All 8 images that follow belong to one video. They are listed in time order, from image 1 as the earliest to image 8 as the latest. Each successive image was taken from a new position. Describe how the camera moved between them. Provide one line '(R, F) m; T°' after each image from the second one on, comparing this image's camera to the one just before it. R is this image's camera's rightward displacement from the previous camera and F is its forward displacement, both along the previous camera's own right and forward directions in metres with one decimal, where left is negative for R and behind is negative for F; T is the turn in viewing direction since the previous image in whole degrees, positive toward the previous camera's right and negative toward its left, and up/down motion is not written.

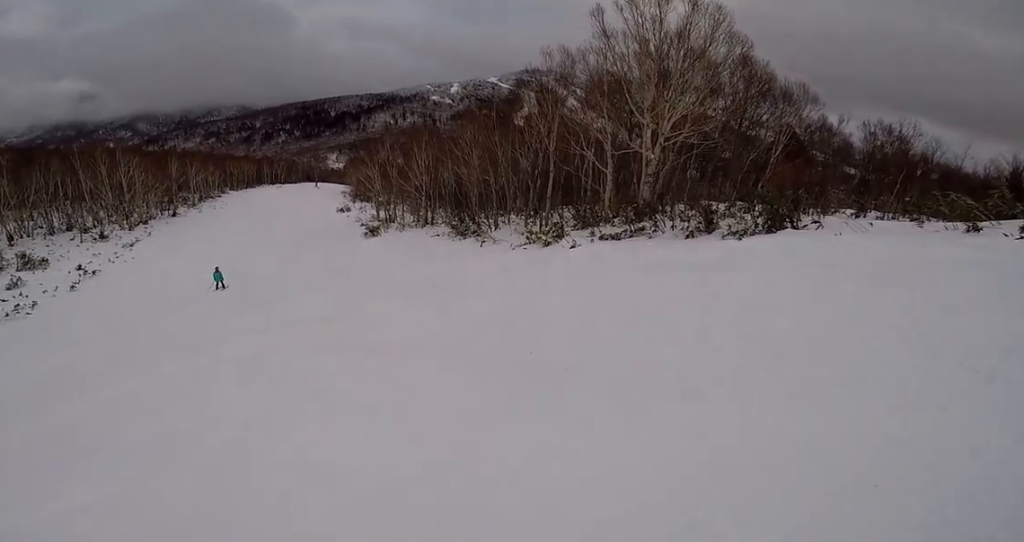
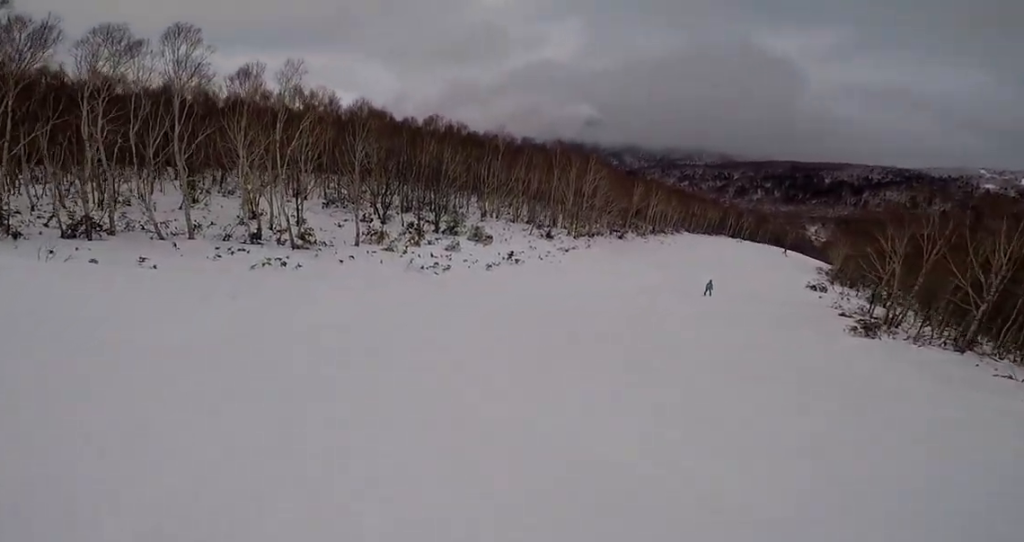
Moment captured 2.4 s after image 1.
(-7.6, +10.0) m; -32°
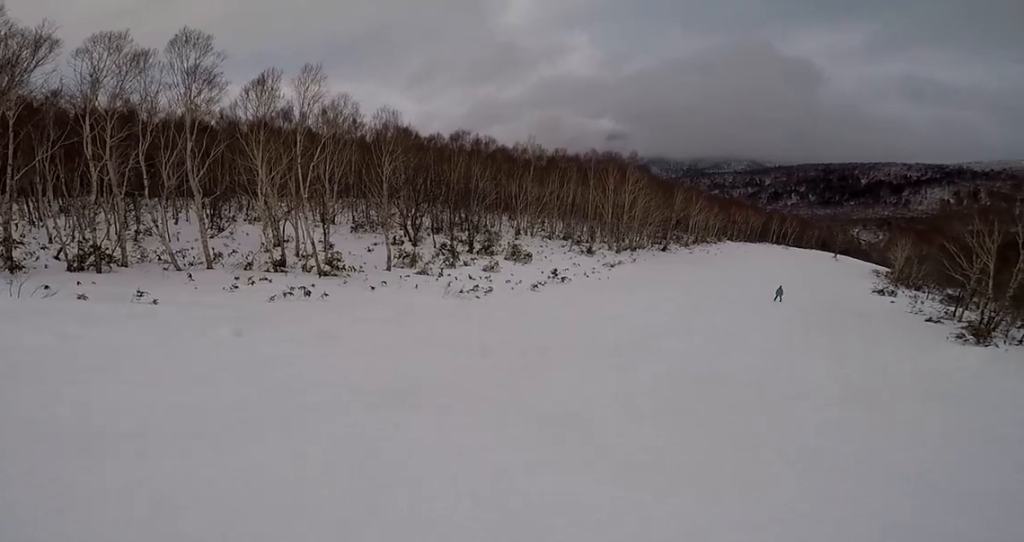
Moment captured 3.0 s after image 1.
(-0.4, +3.3) m; +16°
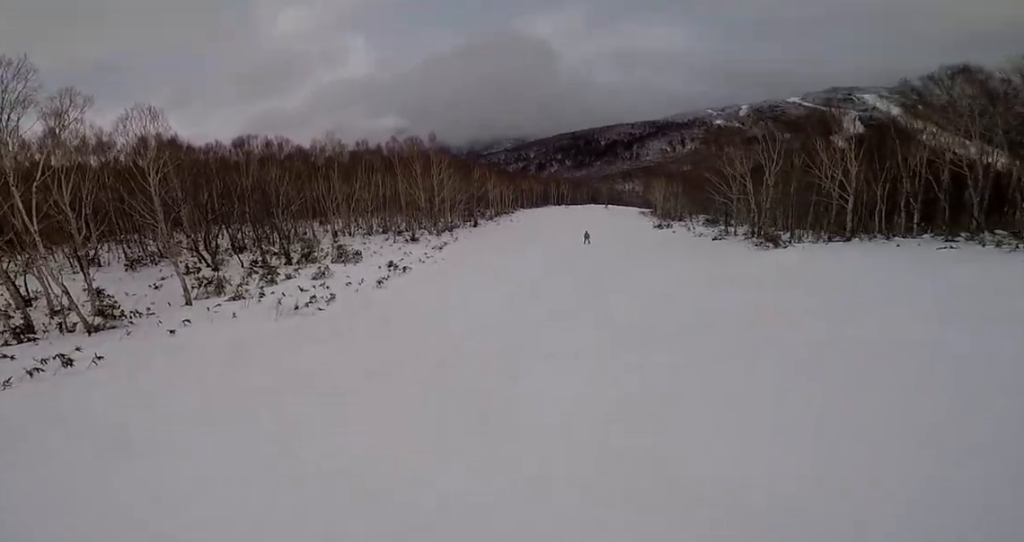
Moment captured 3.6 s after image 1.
(+1.7, +4.1) m; +19°
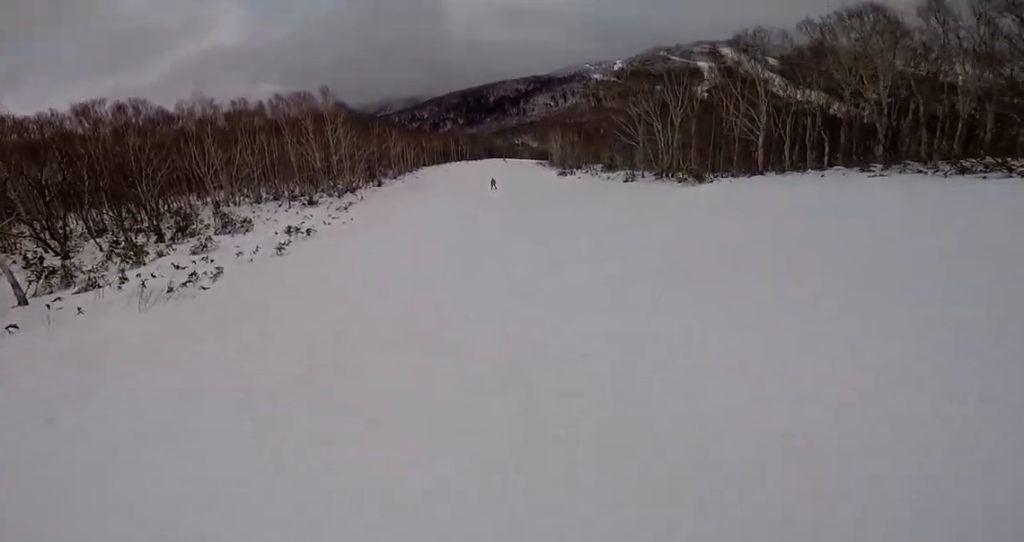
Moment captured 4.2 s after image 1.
(+0.5, +3.9) m; +12°
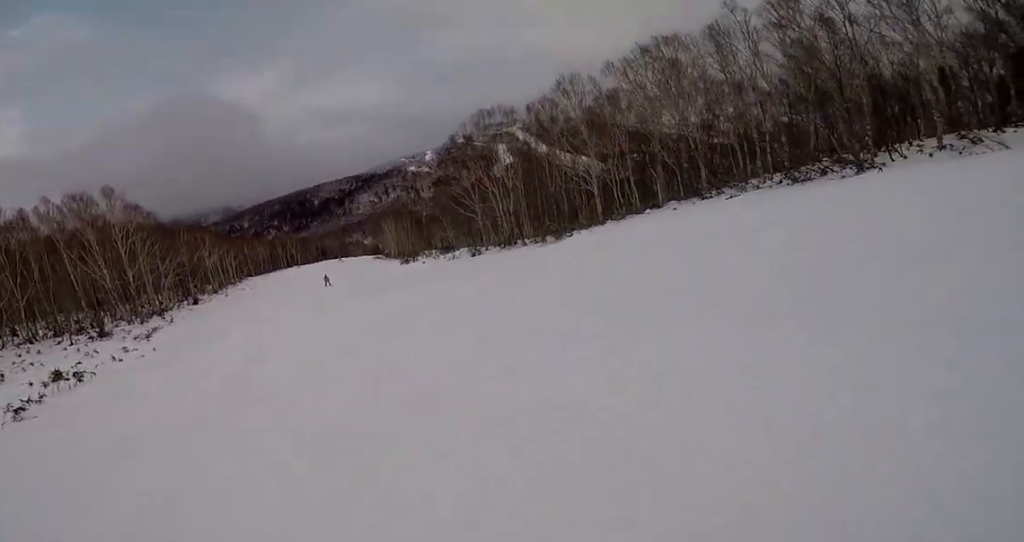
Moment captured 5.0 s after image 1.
(+0.3, +5.8) m; +10°
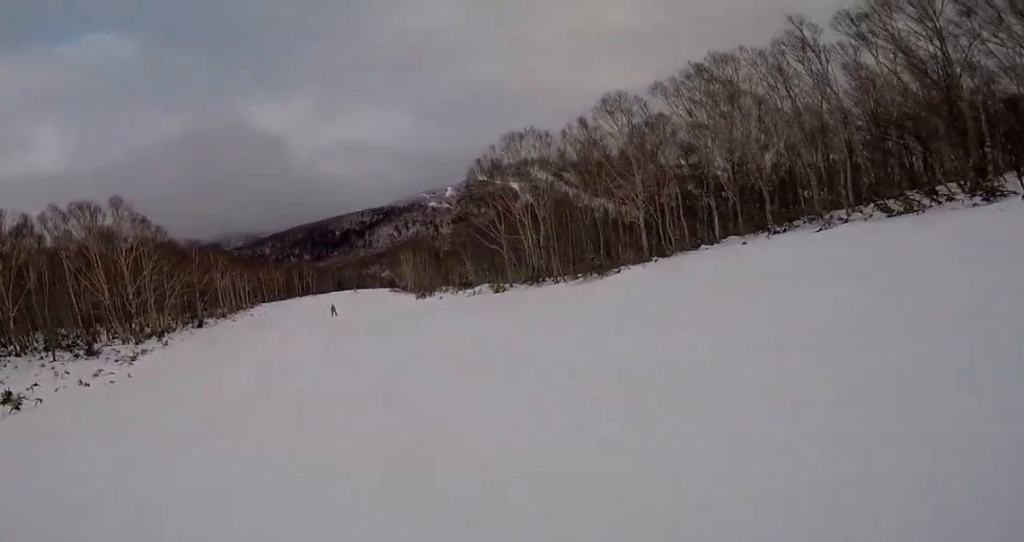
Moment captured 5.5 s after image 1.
(+0.6, +3.7) m; 0°
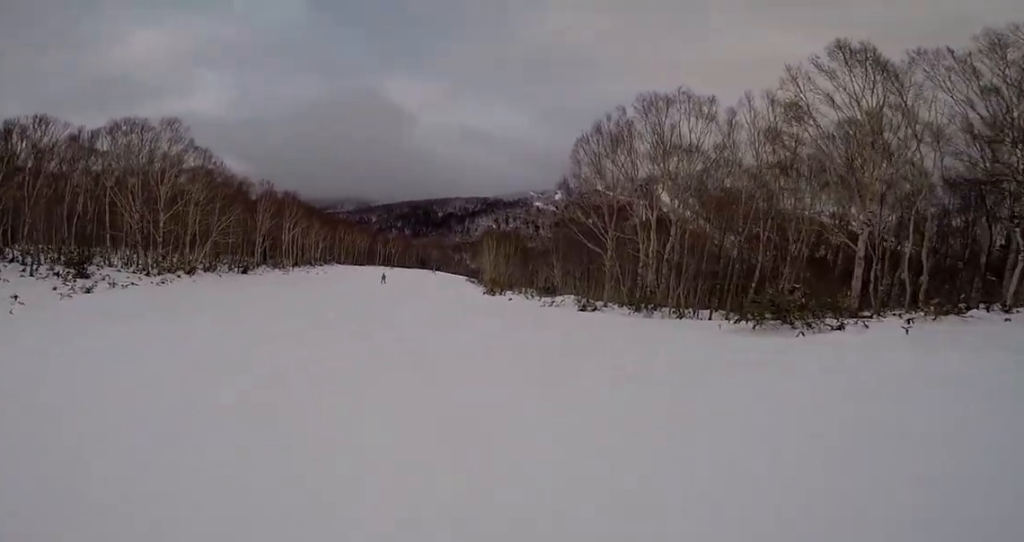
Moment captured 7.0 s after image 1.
(-1.1, +10.4) m; -17°
